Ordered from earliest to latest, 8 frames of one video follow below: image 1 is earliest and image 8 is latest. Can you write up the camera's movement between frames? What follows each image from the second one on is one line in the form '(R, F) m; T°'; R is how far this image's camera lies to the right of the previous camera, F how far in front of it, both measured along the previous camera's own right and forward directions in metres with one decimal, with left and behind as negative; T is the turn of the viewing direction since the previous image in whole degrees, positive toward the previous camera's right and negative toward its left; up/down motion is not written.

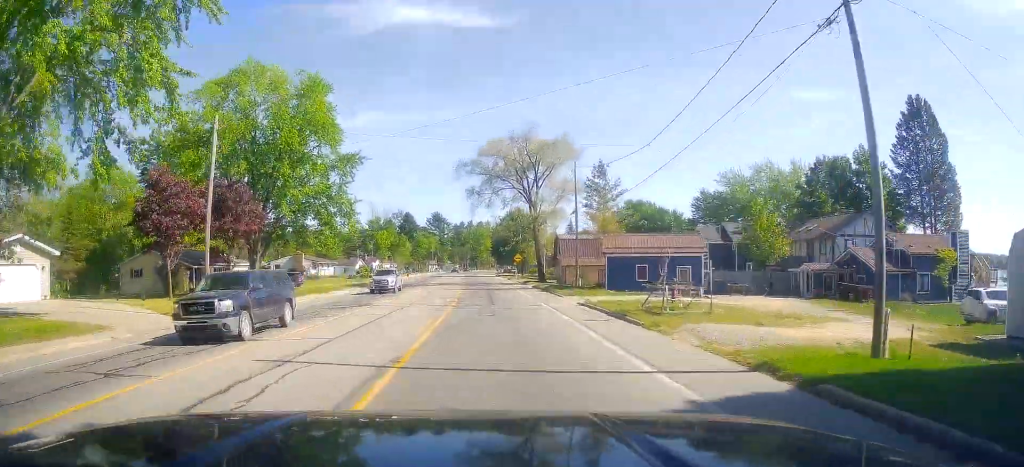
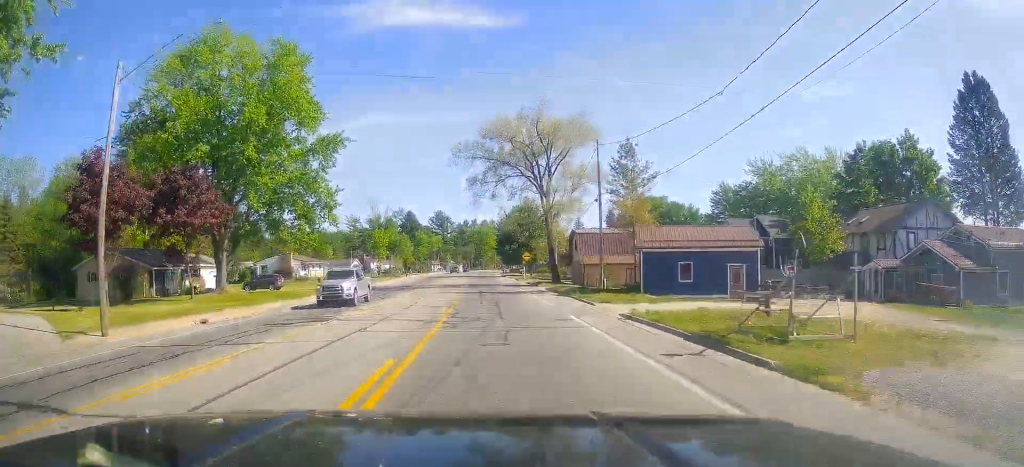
(+0.1, +8.3) m; +1°
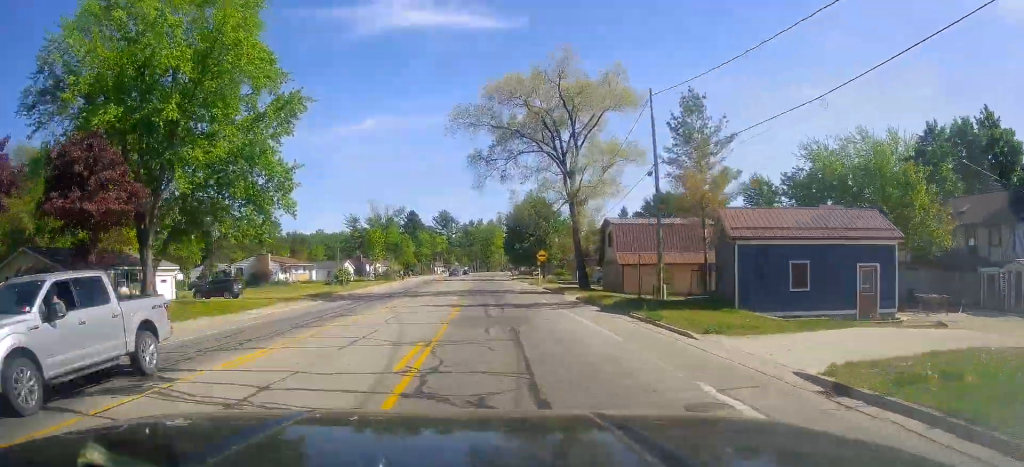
(+0.6, +12.0) m; 0°
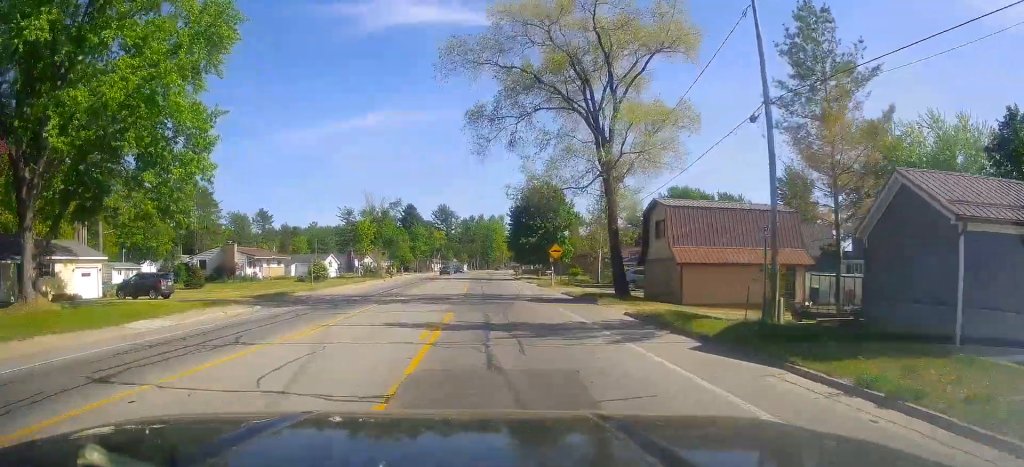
(-0.3, +11.3) m; -1°
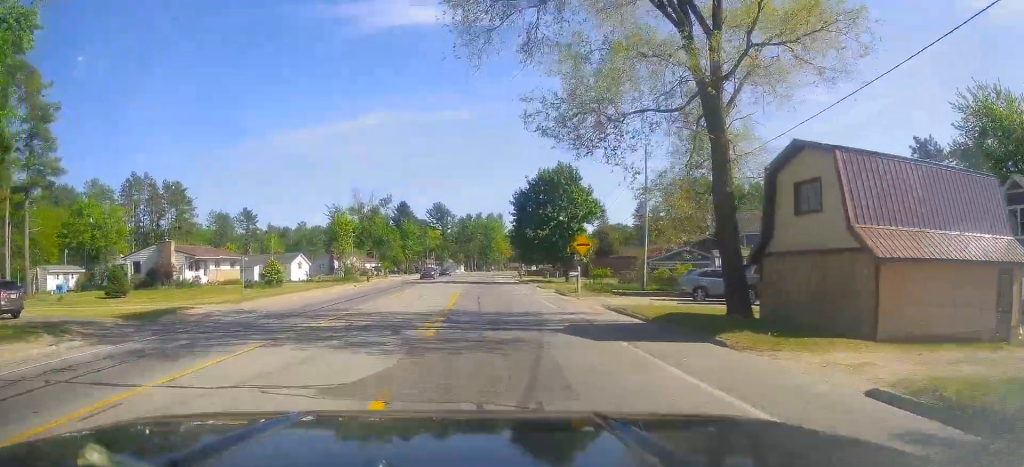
(-0.4, +14.4) m; -1°
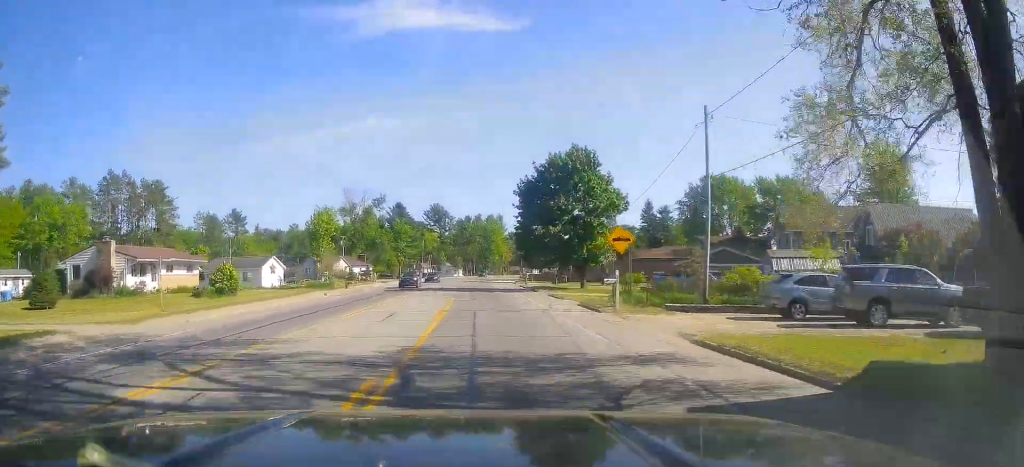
(+0.3, +10.0) m; 0°
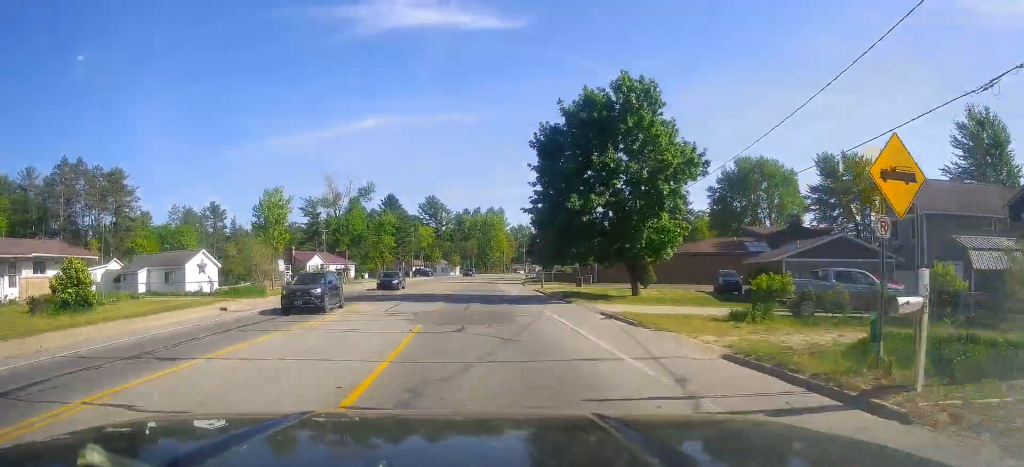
(-0.3, +17.8) m; 0°
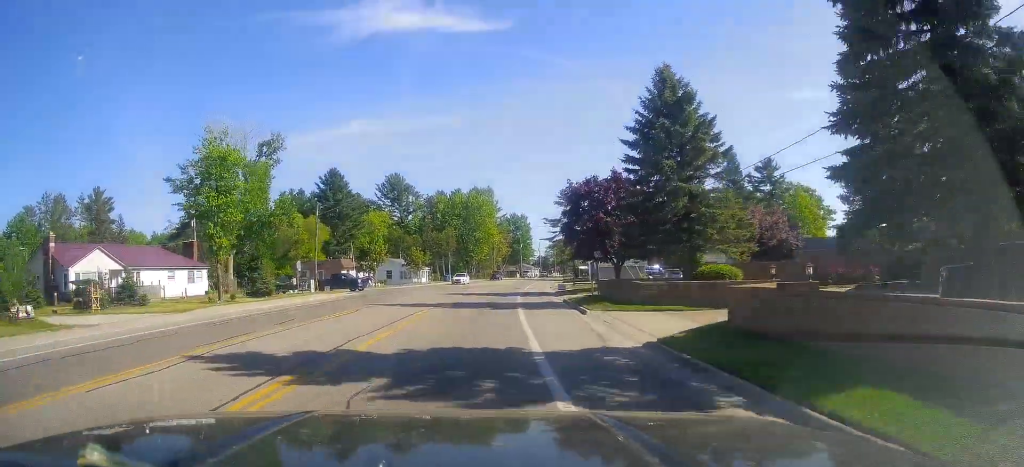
(+1.6, +58.7) m; +3°
